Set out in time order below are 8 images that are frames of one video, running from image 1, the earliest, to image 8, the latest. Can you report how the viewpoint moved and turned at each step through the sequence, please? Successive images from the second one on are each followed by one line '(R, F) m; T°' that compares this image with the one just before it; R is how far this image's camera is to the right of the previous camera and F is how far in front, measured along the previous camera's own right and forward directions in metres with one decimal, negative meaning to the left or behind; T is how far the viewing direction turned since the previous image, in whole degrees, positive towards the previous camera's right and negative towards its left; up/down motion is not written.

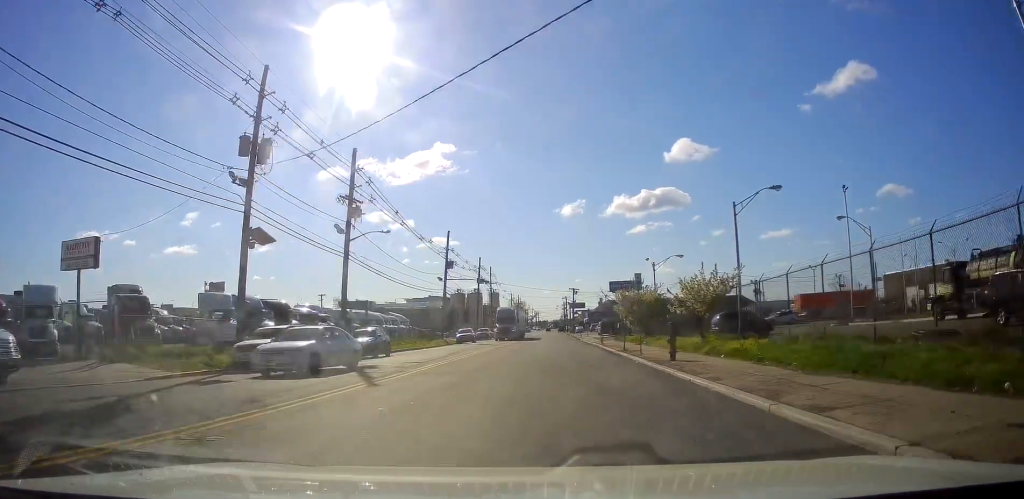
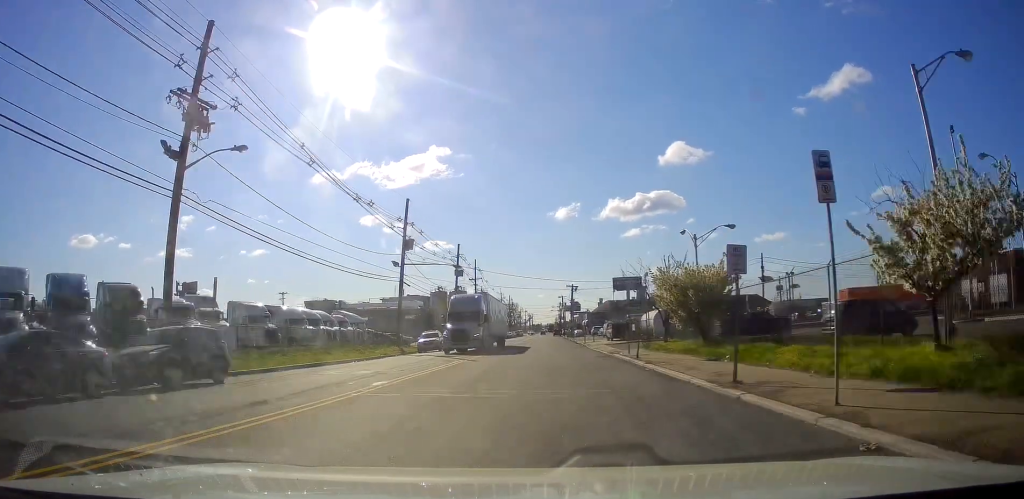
(+0.7, +18.1) m; +1°
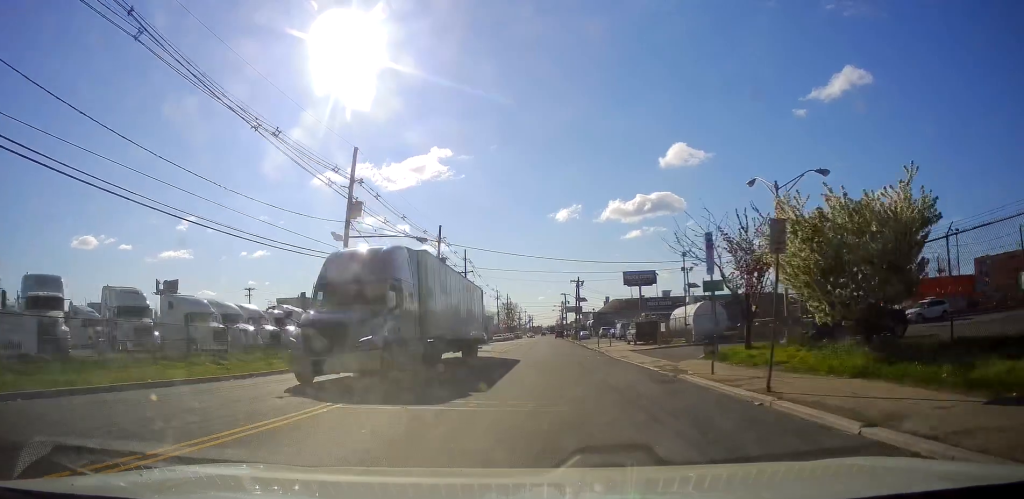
(-0.1, +14.6) m; 0°
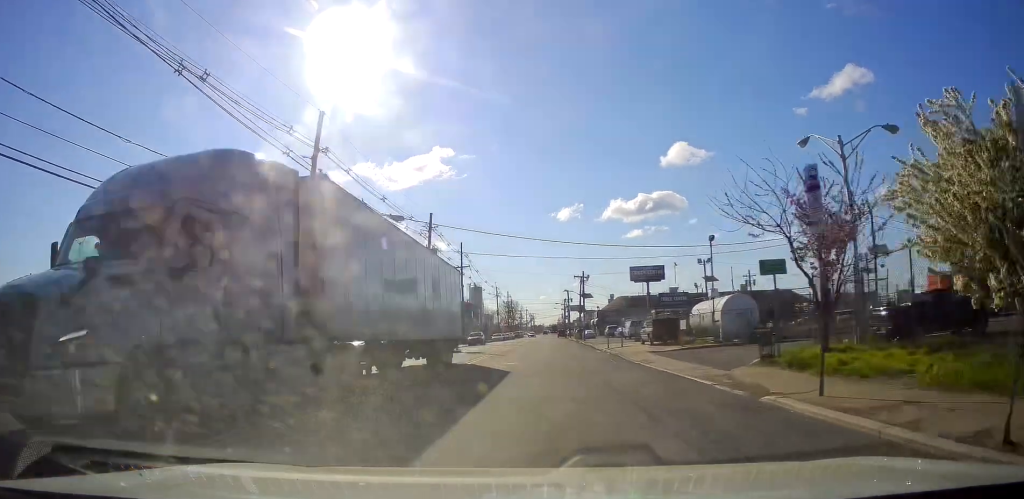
(+0.1, +6.3) m; 0°
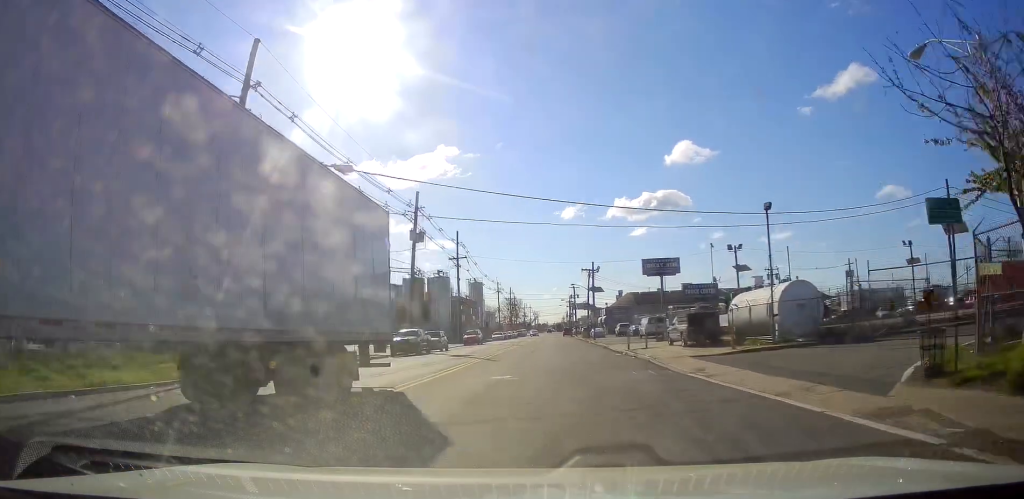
(-0.1, +8.5) m; -1°
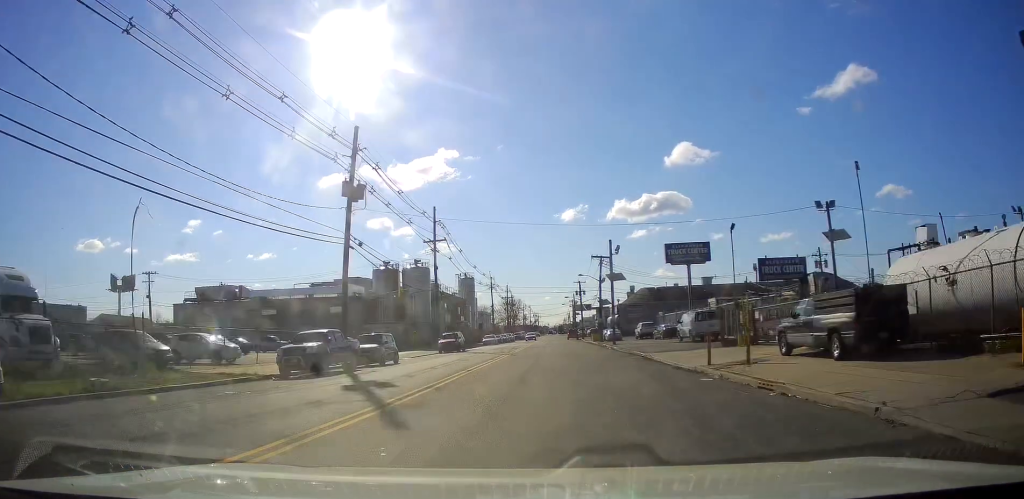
(-0.1, +17.4) m; 0°
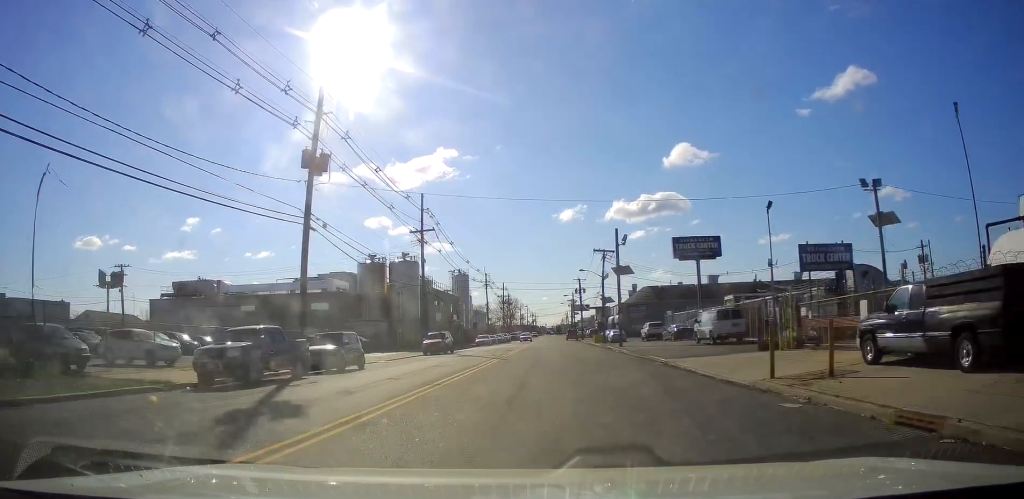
(0.0, +5.6) m; 0°
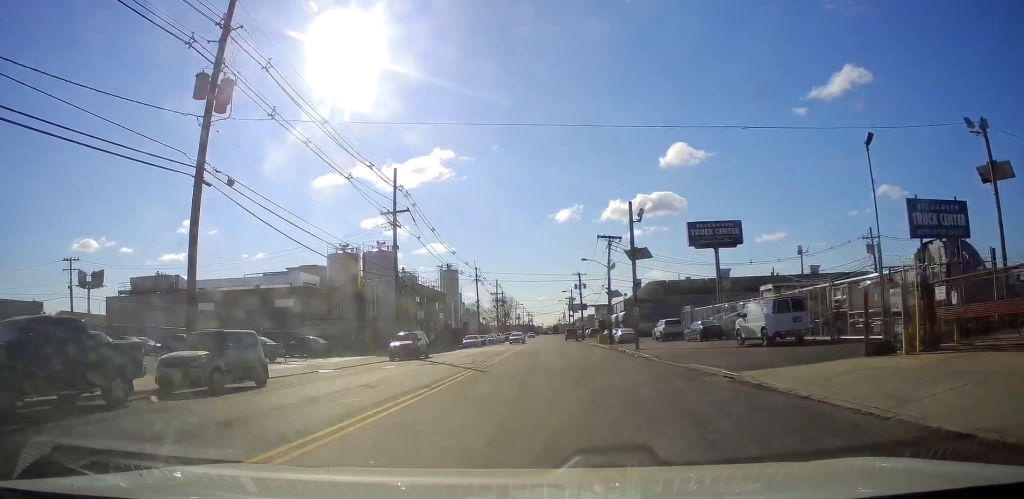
(0.0, +9.7) m; 0°
